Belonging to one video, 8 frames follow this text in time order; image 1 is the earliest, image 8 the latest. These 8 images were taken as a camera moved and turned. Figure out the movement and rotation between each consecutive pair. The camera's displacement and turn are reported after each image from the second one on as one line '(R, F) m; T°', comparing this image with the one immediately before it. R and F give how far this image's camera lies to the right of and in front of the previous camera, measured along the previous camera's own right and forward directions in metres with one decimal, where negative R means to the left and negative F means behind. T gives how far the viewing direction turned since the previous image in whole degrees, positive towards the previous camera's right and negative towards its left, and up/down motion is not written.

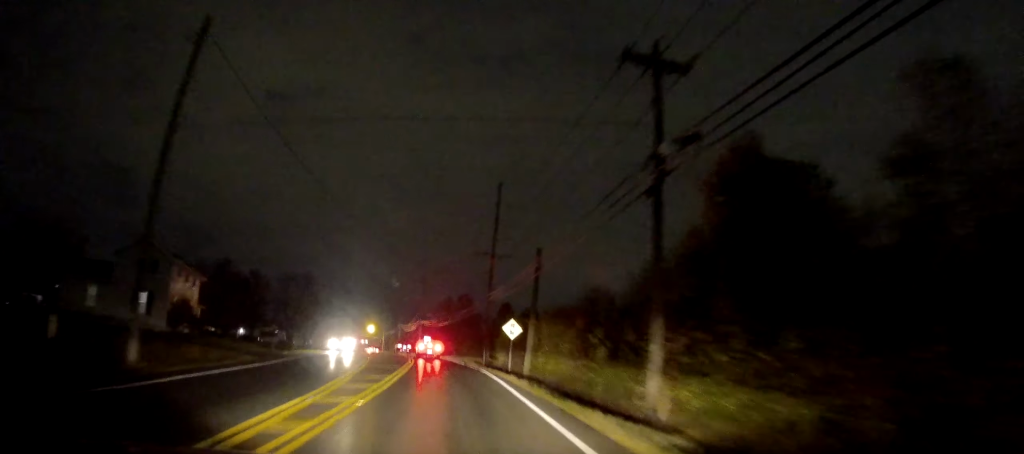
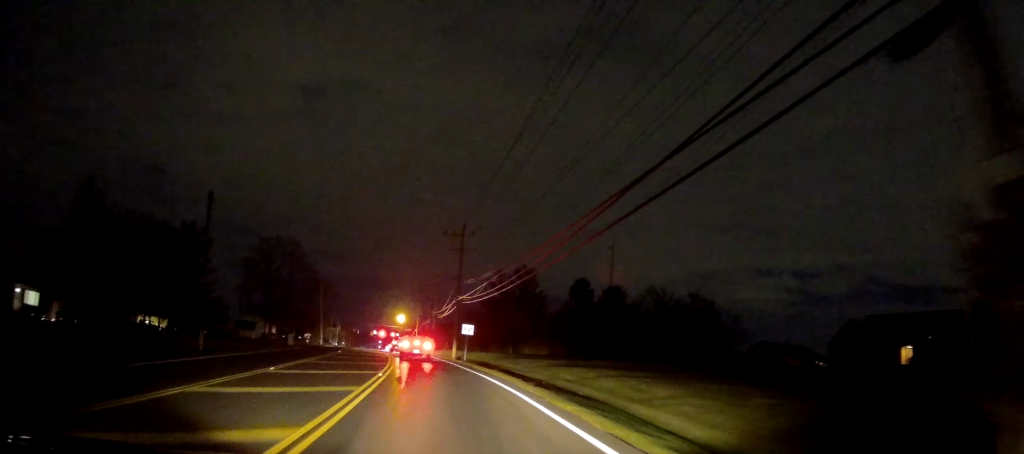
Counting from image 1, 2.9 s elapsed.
(-0.7, +42.9) m; -4°
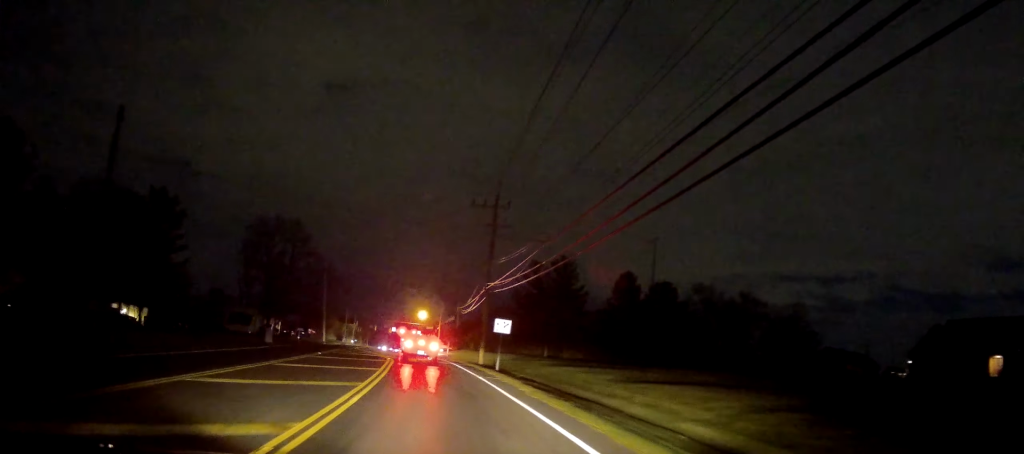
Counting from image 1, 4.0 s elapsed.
(-0.6, +13.8) m; -2°
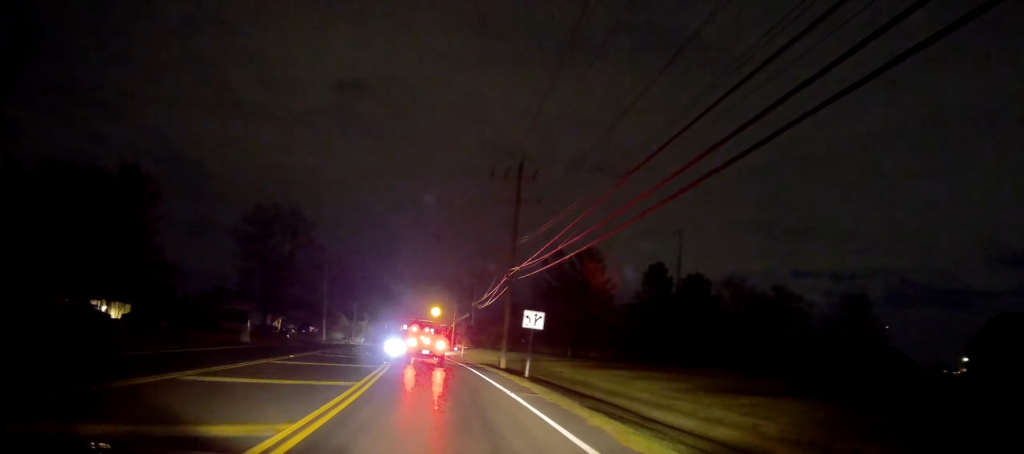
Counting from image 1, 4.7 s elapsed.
(0.0, +8.5) m; 0°
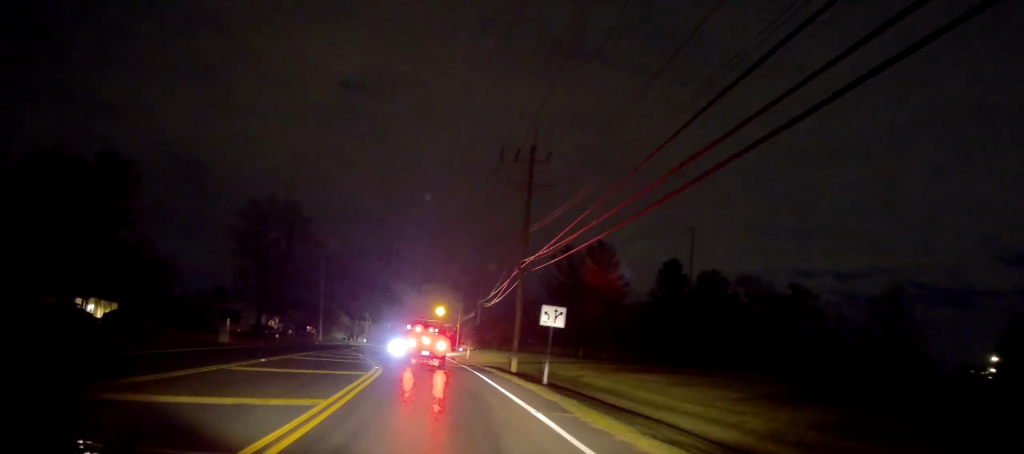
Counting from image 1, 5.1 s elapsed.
(0.0, +4.5) m; 0°
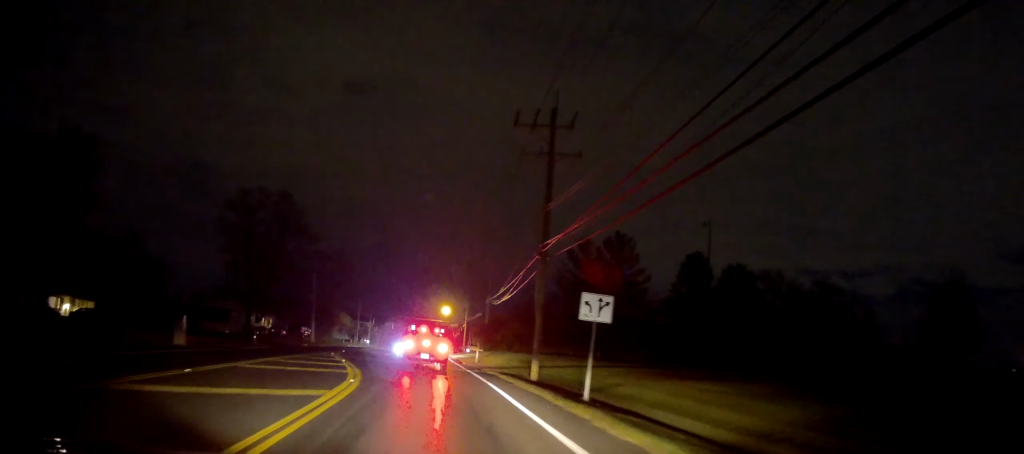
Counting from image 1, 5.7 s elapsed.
(0.0, +6.8) m; +1°
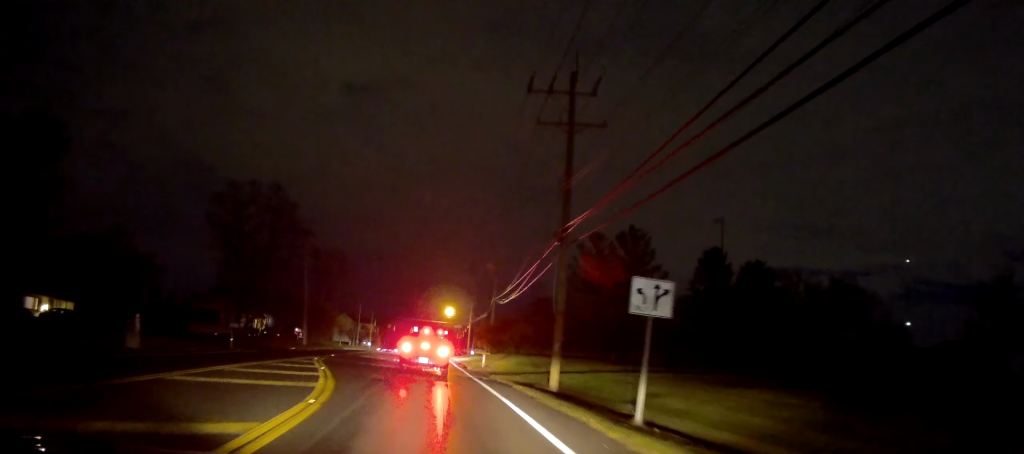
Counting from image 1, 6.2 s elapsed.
(0.0, +5.0) m; 0°
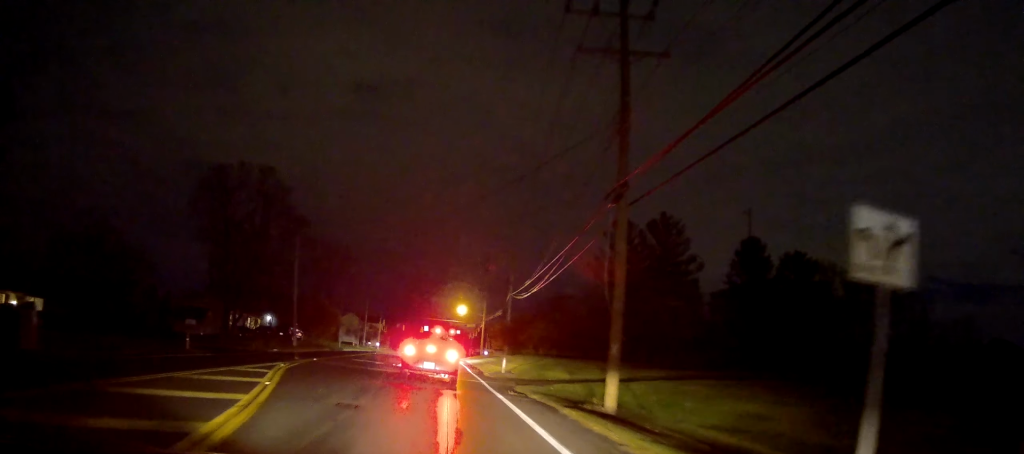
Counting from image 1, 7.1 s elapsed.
(0.0, +7.5) m; -2°
